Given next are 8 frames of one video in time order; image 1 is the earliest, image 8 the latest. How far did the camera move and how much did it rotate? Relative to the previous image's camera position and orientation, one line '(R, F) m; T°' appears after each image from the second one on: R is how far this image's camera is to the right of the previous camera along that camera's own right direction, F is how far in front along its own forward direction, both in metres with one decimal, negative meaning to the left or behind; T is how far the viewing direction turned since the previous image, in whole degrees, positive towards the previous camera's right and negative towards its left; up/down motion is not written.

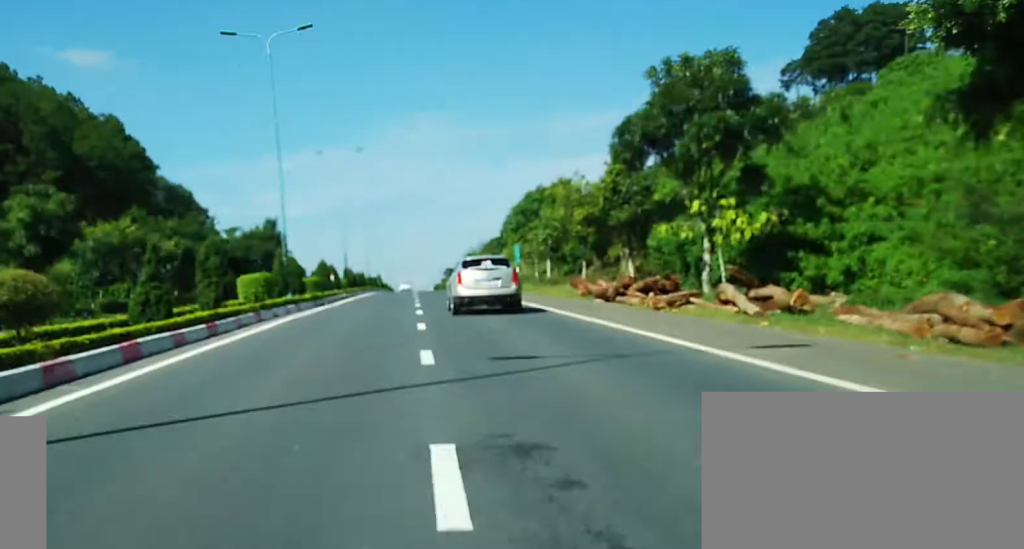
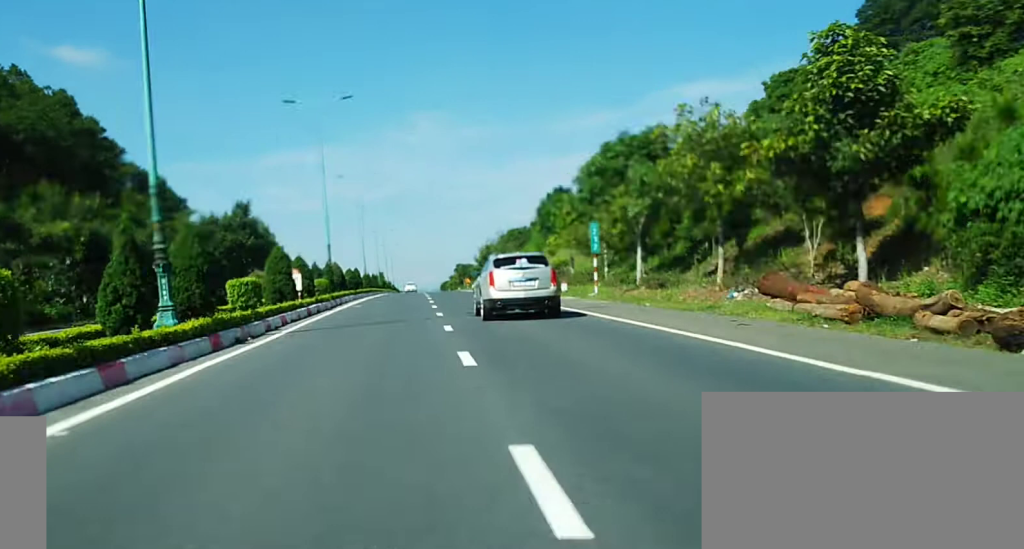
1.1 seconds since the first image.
(-0.1, +24.2) m; 0°
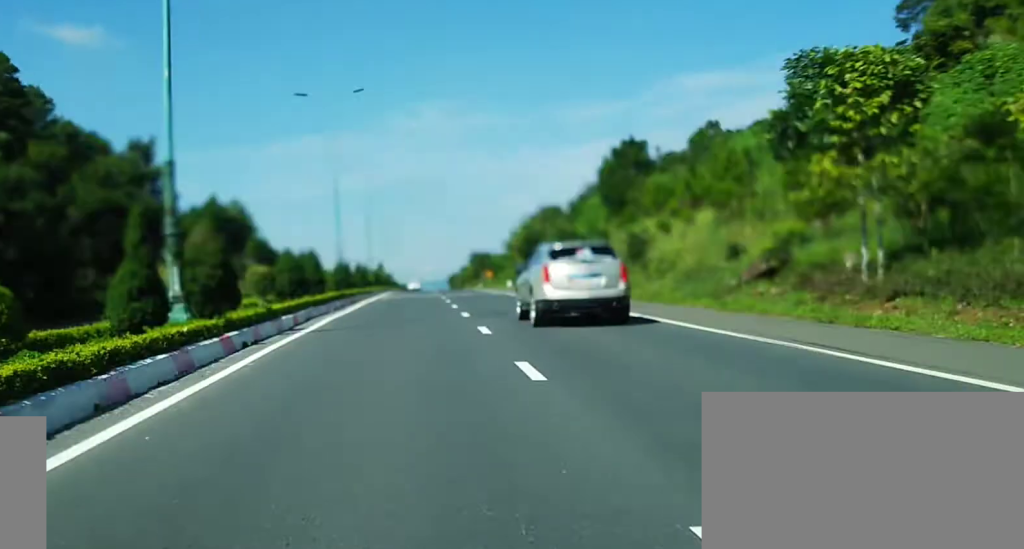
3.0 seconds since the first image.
(+0.4, +41.9) m; +1°
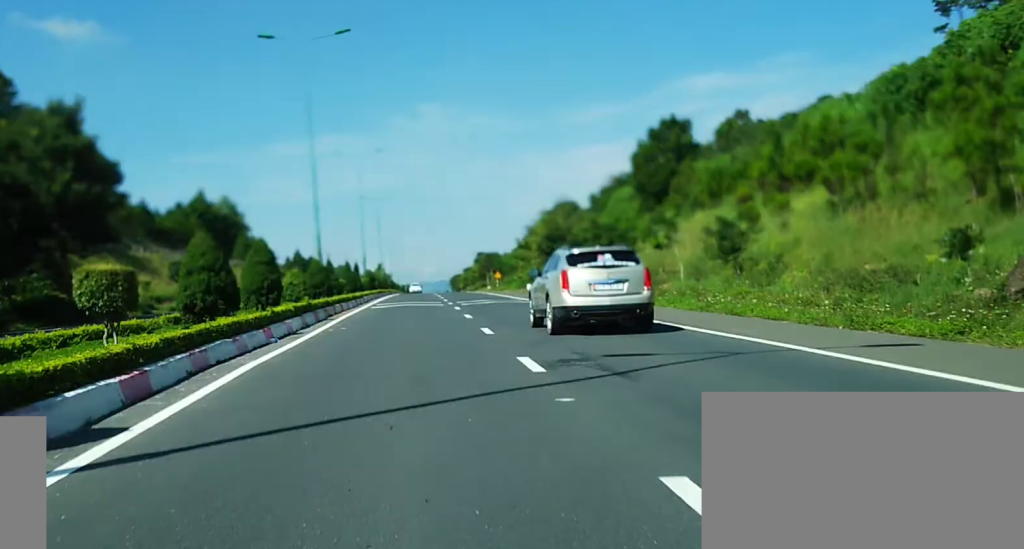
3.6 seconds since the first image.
(0.0, +14.9) m; 0°
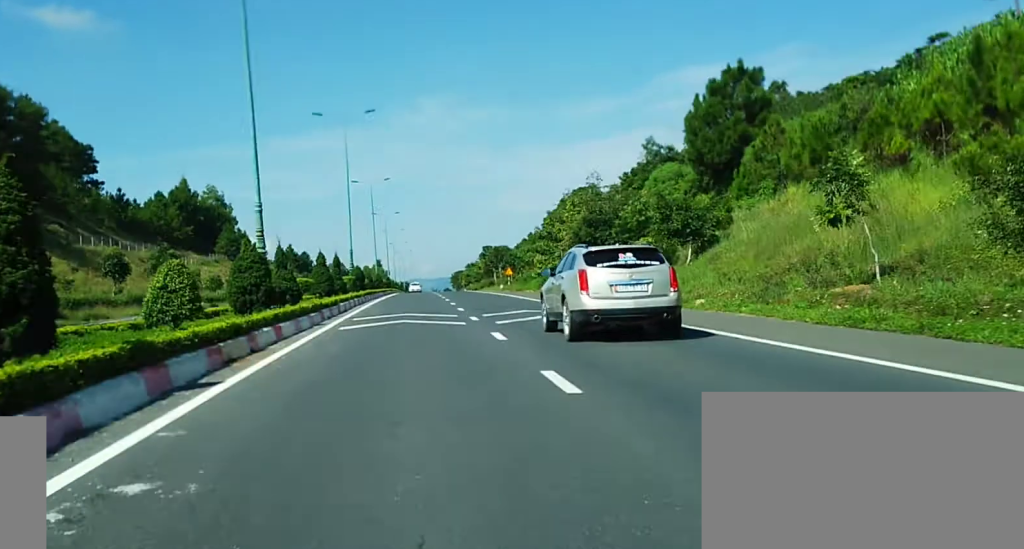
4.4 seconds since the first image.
(-0.3, +17.8) m; 0°
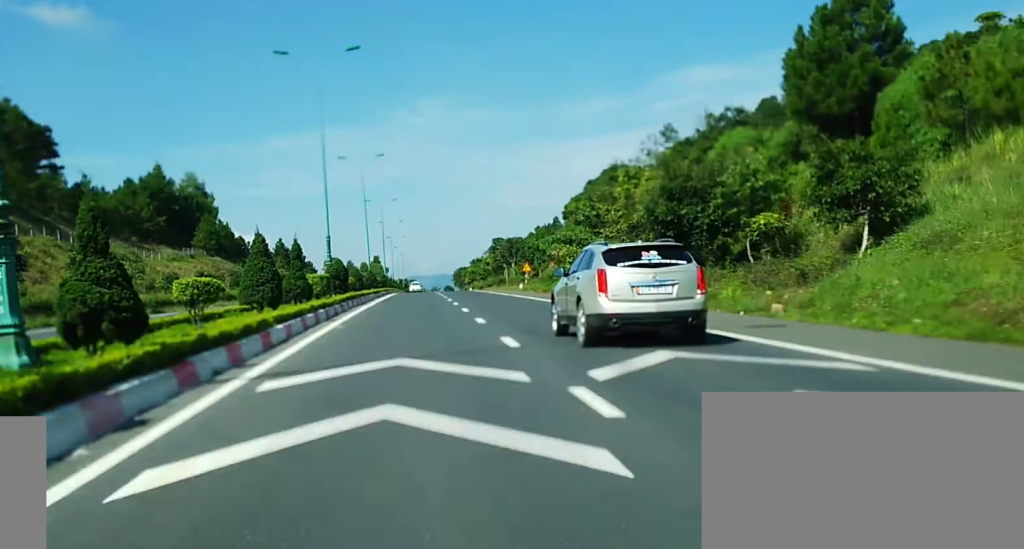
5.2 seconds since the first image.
(+0.4, +17.8) m; +1°
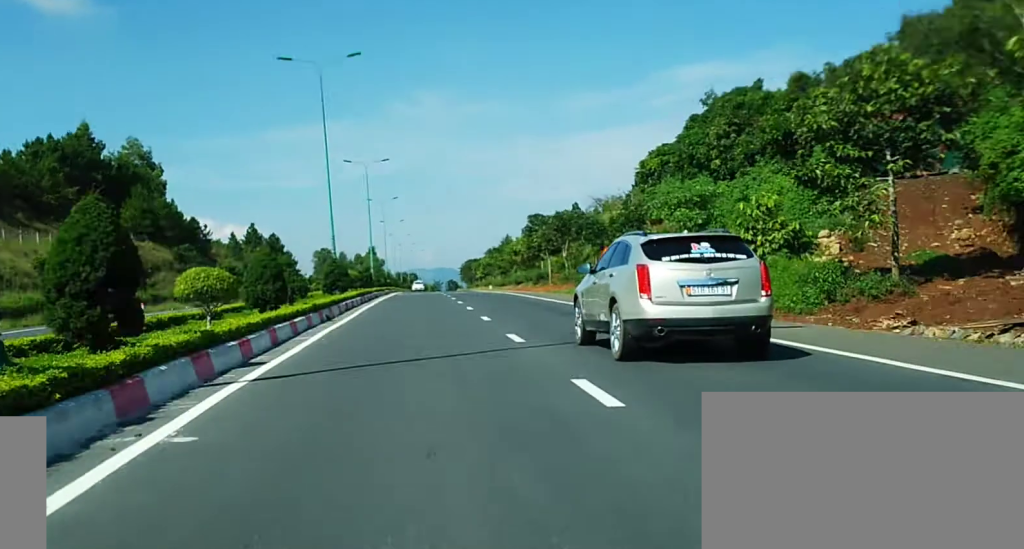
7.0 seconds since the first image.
(-0.1, +38.7) m; -1°
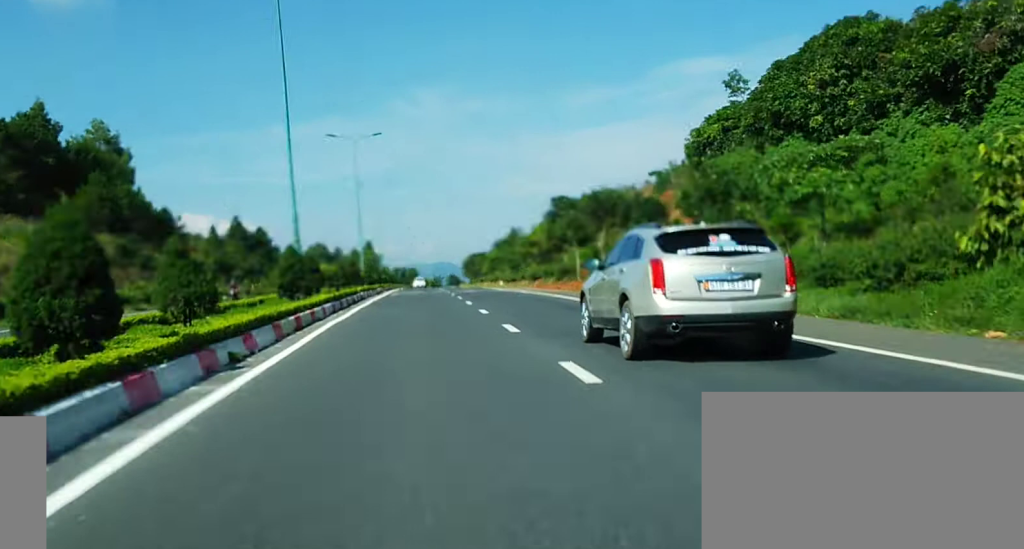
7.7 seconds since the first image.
(-0.1, +14.9) m; 0°
